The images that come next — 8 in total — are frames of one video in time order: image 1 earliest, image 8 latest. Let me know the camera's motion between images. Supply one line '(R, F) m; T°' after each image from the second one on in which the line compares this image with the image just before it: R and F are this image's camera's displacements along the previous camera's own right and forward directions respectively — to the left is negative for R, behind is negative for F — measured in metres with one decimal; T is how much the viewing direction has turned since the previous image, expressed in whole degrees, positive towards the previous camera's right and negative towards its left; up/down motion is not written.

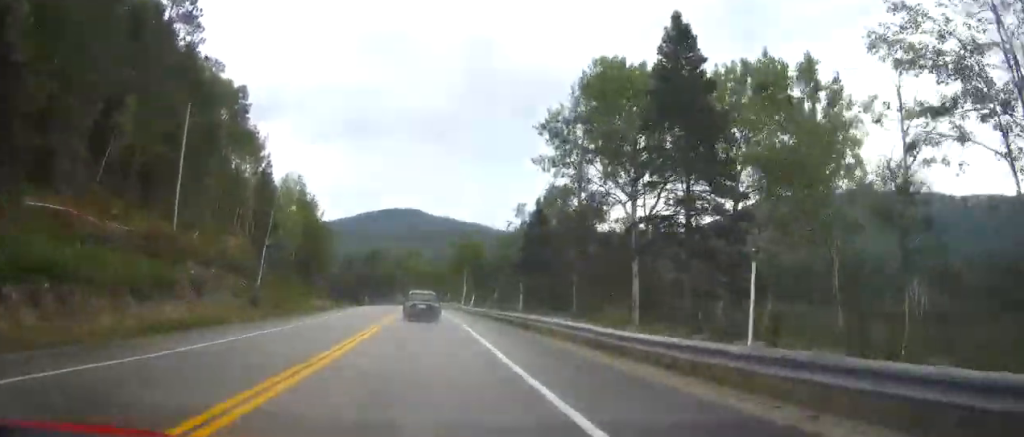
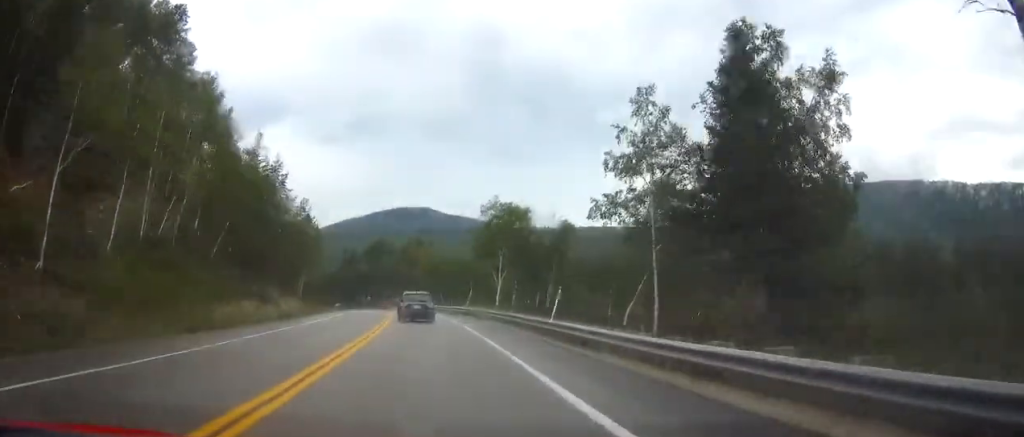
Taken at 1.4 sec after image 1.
(-0.4, +34.8) m; -1°
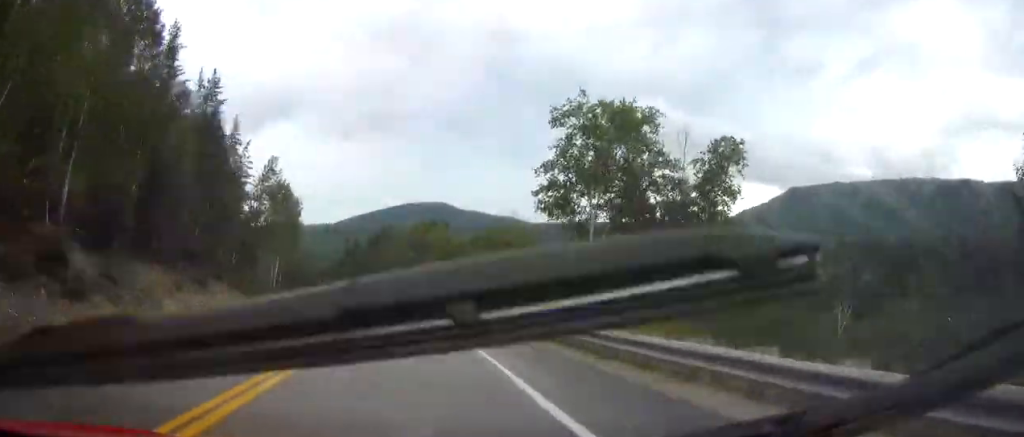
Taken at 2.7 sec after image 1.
(-0.3, +30.6) m; -1°
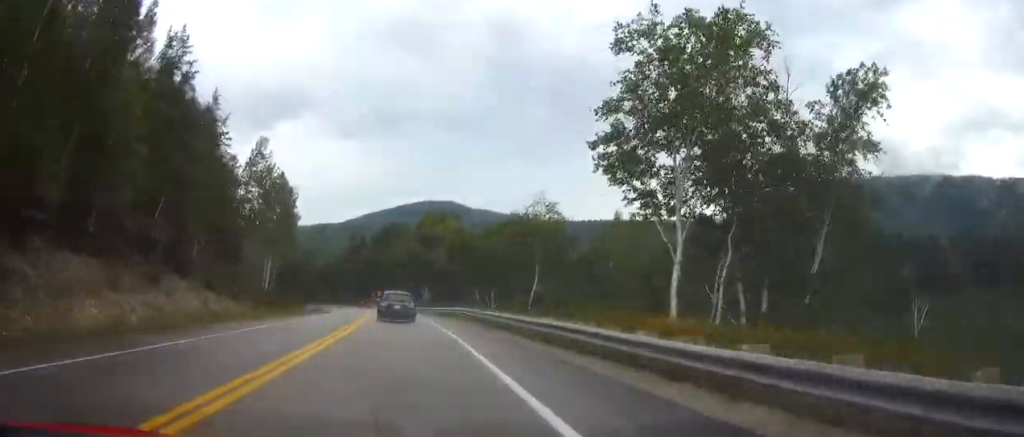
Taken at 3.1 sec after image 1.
(0.0, +9.7) m; 0°
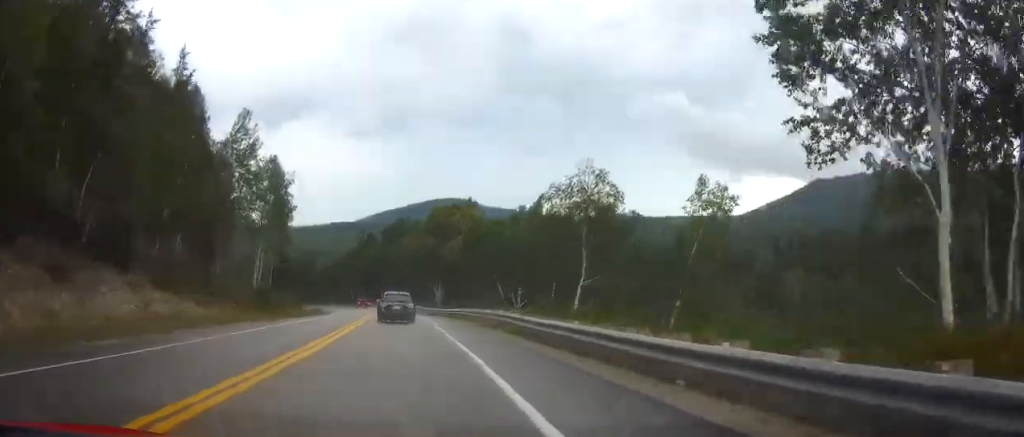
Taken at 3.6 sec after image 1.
(0.0, +11.3) m; -1°
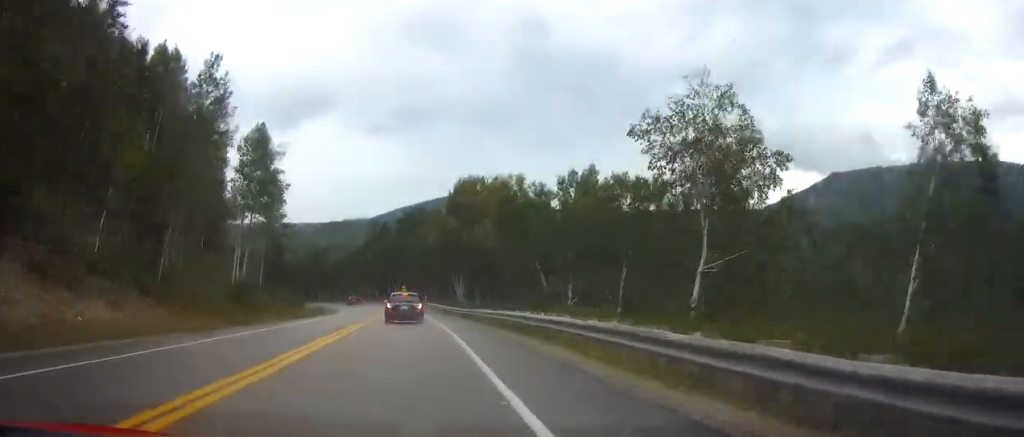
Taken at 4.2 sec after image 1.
(-0.1, +14.5) m; -1°
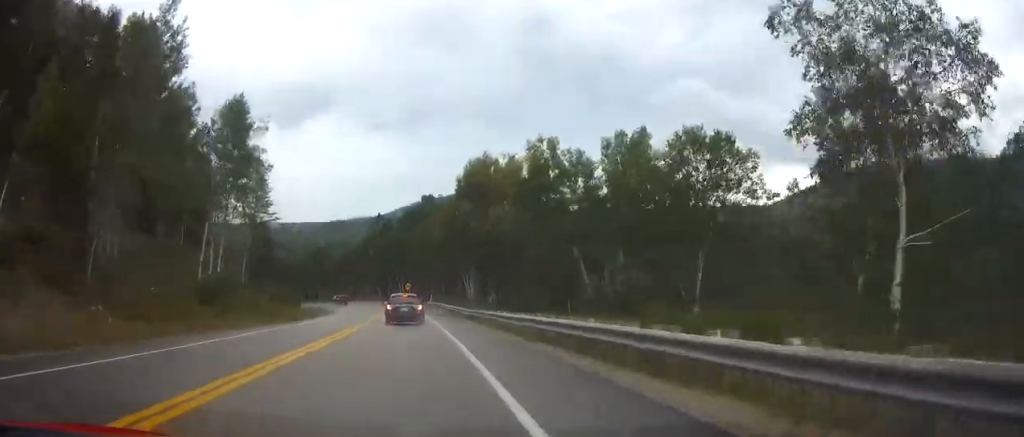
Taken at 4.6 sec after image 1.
(-0.1, +10.4) m; -1°
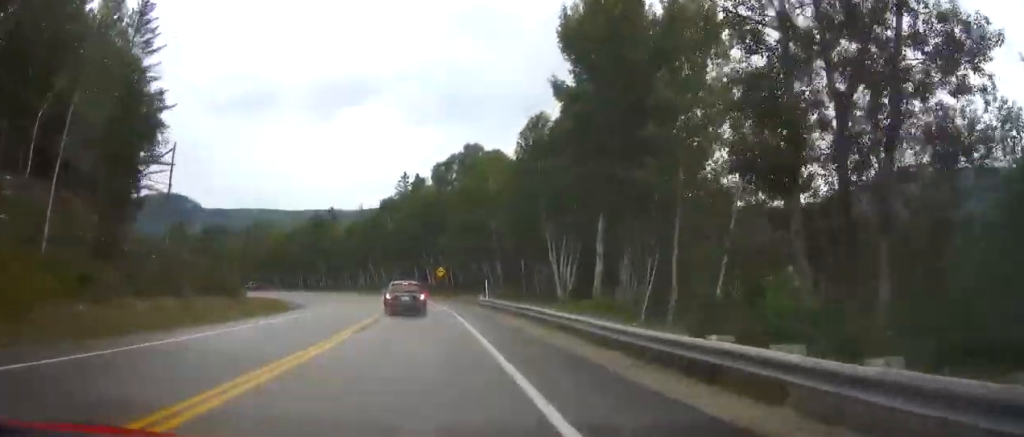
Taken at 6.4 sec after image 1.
(-1.5, +43.1) m; -3°
